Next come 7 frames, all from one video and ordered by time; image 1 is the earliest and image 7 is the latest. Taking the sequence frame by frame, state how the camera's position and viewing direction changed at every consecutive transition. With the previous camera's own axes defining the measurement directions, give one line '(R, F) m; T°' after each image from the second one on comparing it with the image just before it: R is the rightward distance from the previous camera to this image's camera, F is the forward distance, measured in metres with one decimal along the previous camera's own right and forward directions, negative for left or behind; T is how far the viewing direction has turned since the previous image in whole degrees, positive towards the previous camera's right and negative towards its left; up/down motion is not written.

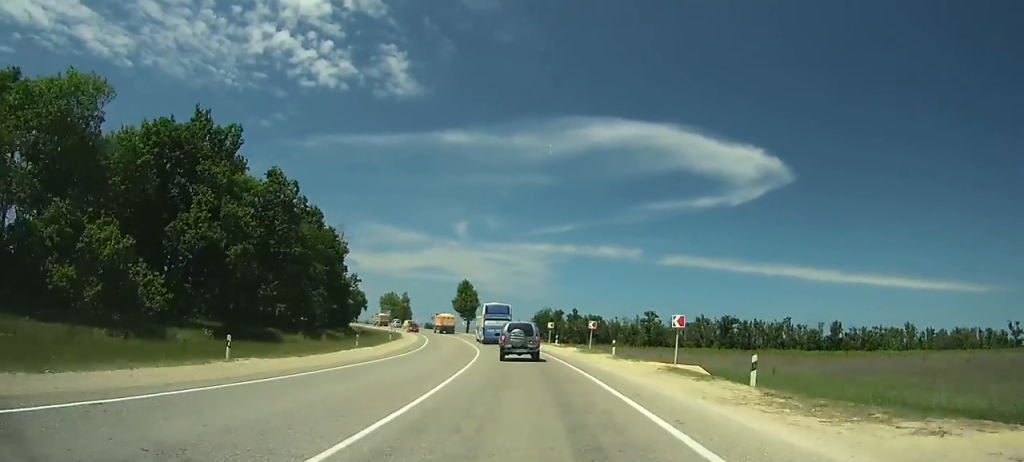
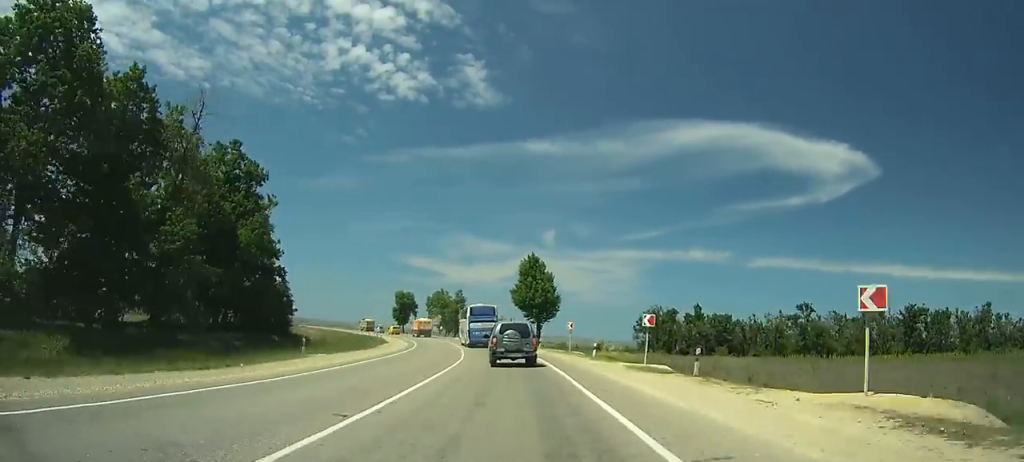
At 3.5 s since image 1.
(-2.1, +49.8) m; -7°
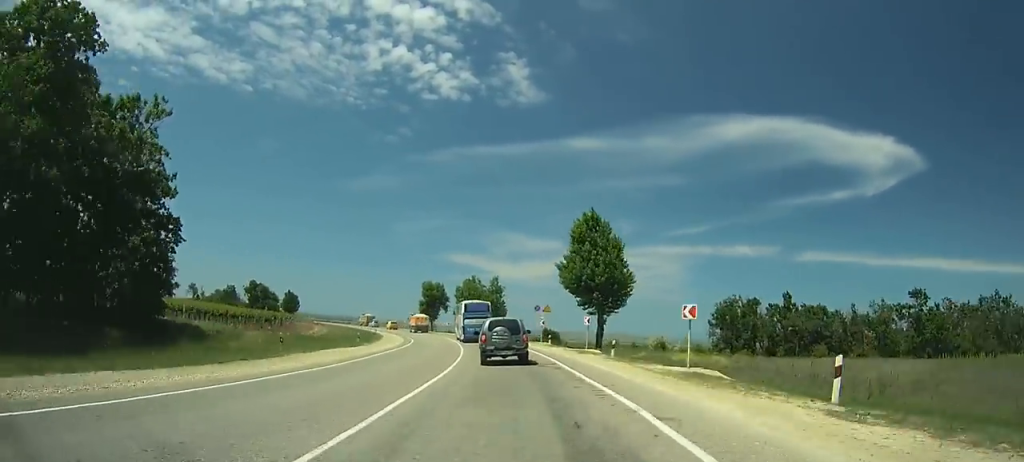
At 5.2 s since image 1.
(-1.4, +24.4) m; -5°
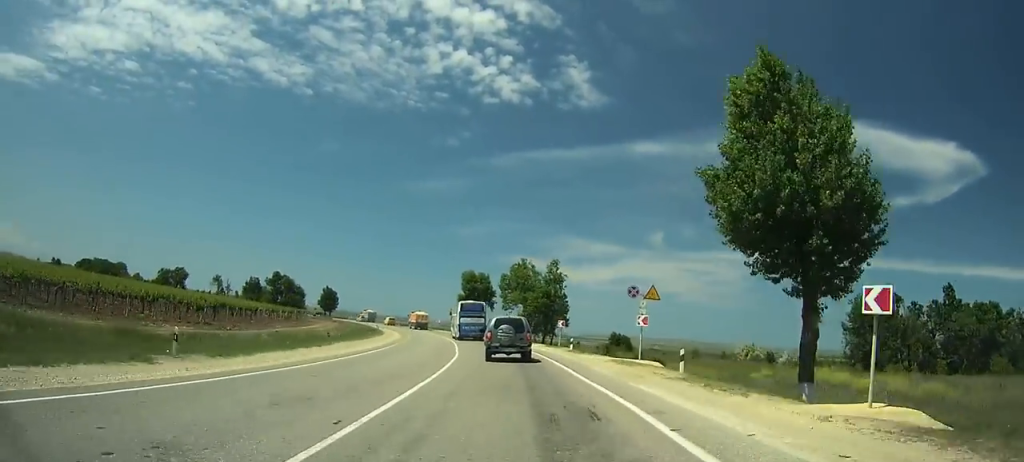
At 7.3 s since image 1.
(-1.1, +30.2) m; -7°
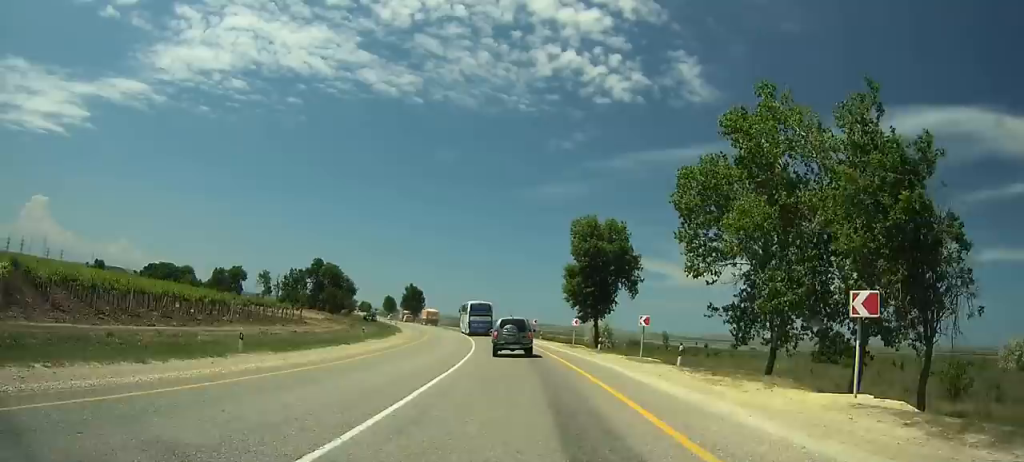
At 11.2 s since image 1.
(-7.5, +56.7) m; -13°
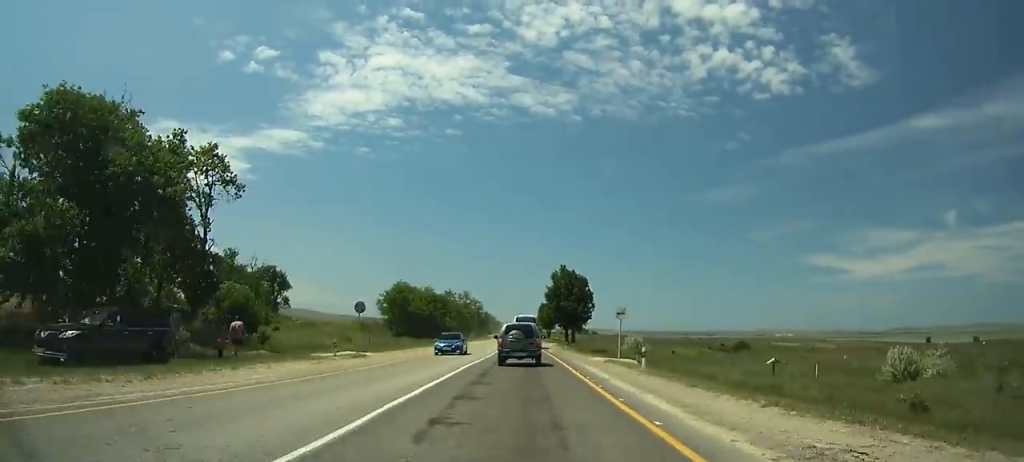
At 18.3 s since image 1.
(-14.7, +108.3) m; -14°
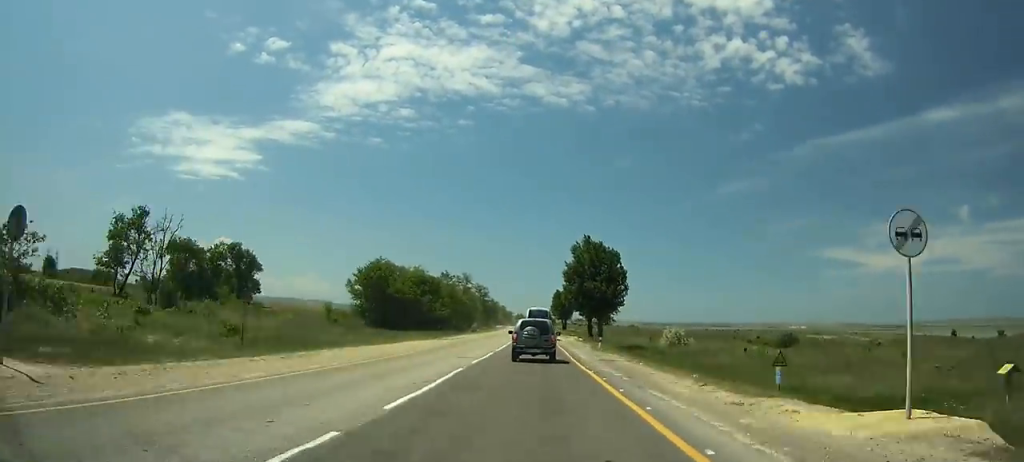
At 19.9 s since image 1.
(-0.7, +25.3) m; -2°
